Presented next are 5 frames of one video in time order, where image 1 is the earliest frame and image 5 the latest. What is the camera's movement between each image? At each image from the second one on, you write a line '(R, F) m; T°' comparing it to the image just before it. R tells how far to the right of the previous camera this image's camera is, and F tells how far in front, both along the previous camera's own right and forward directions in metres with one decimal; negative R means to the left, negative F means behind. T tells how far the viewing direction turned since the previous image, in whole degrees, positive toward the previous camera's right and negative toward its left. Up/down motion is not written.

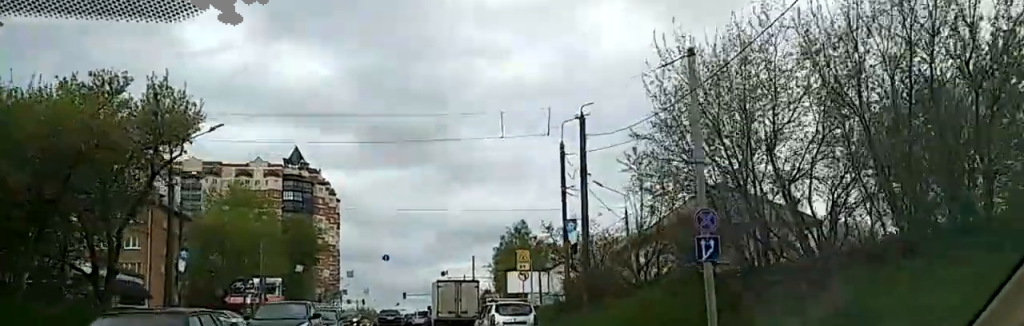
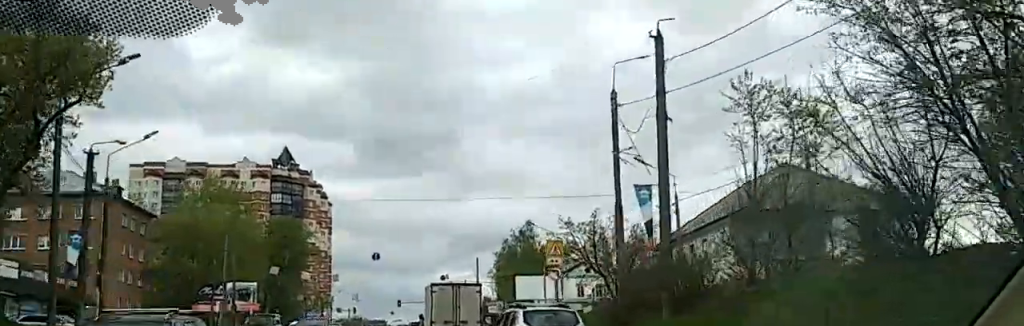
(-0.2, +12.6) m; 0°
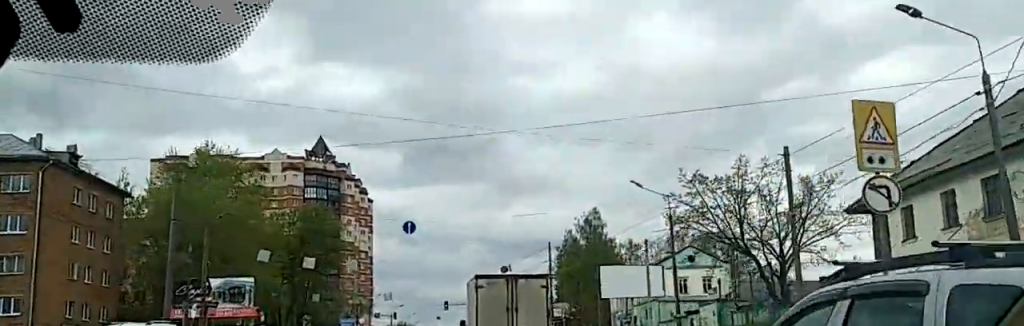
(0.0, +24.2) m; -1°
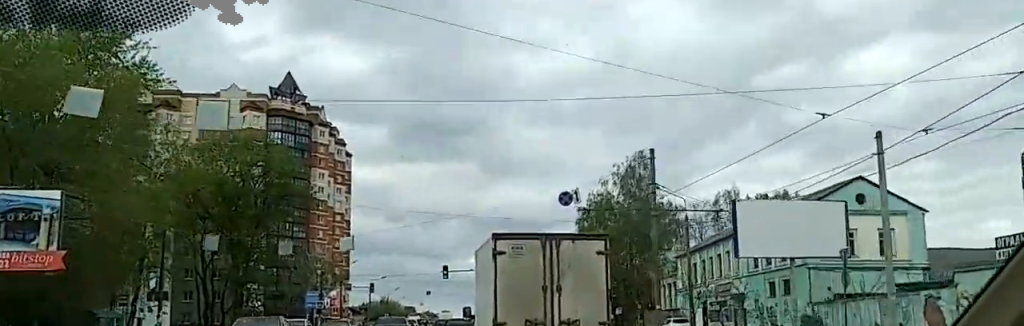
(-1.0, +31.6) m; -4°
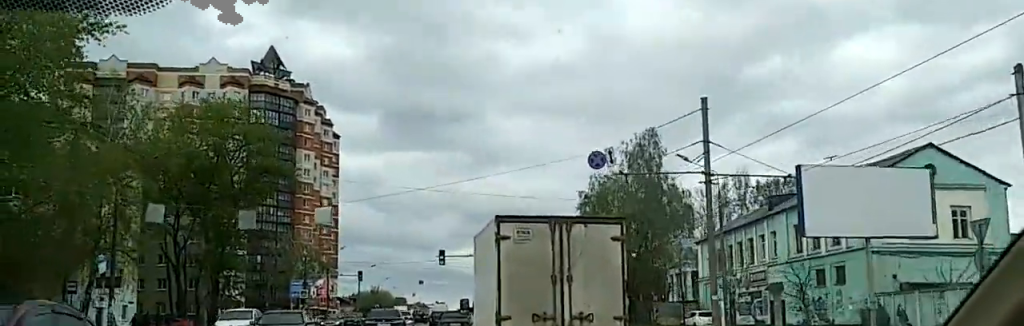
(-0.2, +7.0) m; +1°
